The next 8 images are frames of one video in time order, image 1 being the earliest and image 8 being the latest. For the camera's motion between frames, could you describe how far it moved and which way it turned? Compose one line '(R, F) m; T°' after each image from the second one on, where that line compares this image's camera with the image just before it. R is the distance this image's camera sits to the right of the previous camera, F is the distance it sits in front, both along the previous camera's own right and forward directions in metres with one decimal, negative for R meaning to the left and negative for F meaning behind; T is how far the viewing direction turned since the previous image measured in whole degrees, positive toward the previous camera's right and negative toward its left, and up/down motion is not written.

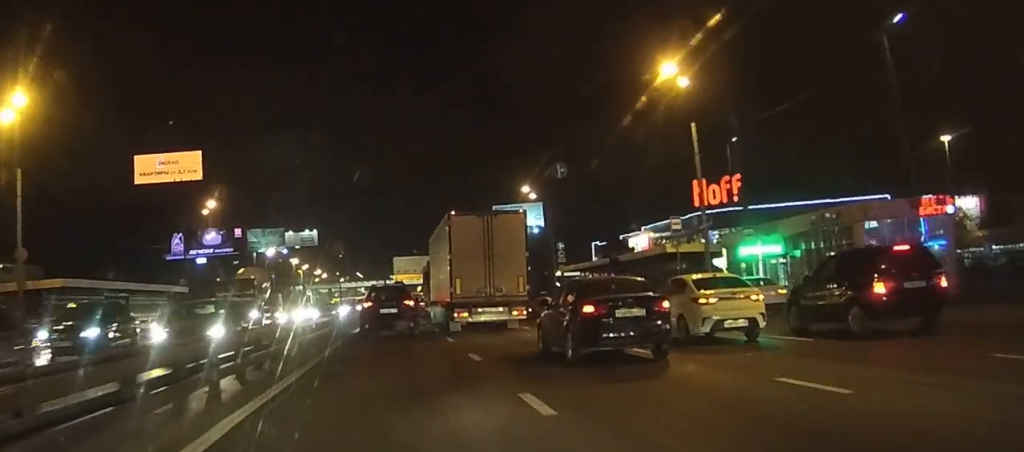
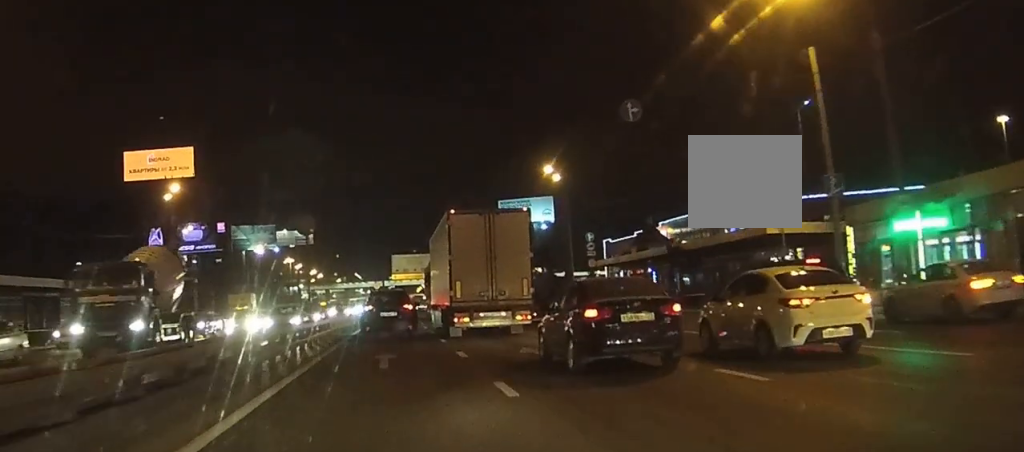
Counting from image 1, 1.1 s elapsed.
(0.0, +13.7) m; 0°
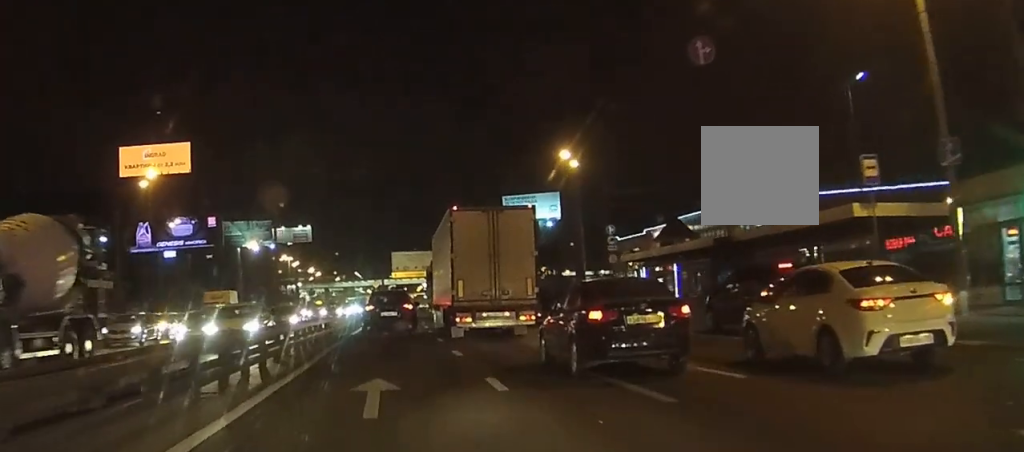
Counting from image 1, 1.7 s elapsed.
(-0.1, +7.0) m; +1°
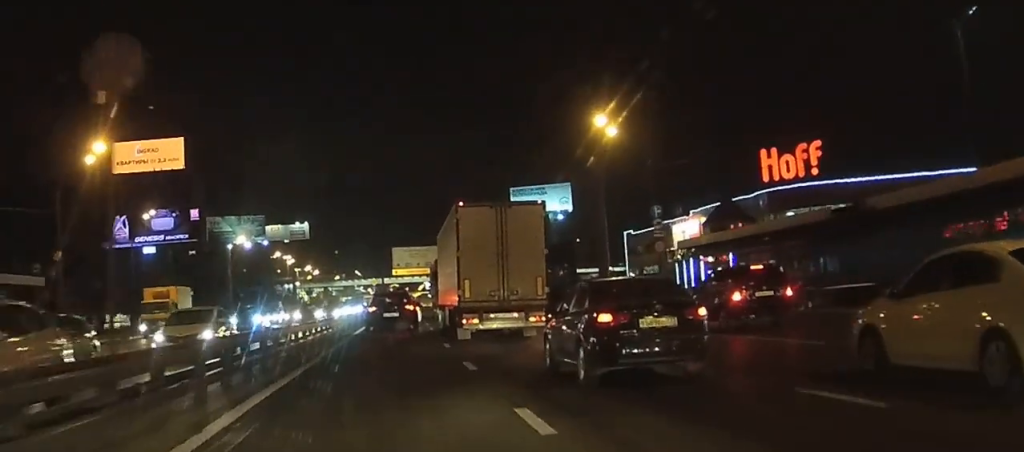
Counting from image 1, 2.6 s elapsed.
(+0.2, +11.5) m; 0°
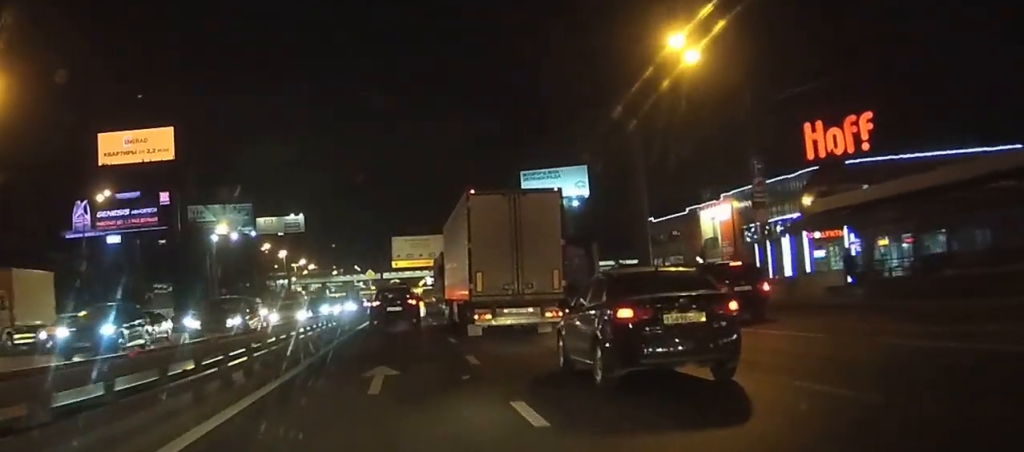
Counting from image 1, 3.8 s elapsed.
(-0.2, +15.1) m; -2°
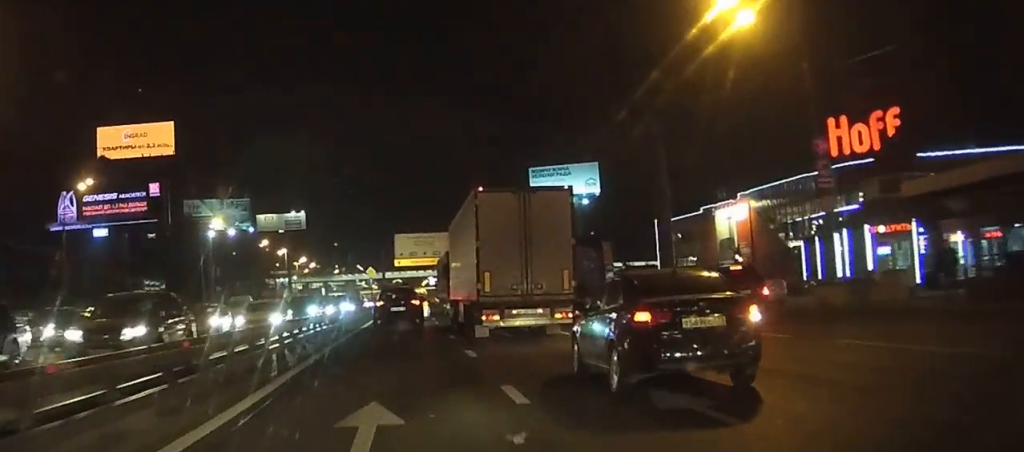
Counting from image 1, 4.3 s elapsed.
(0.0, +5.7) m; -1°
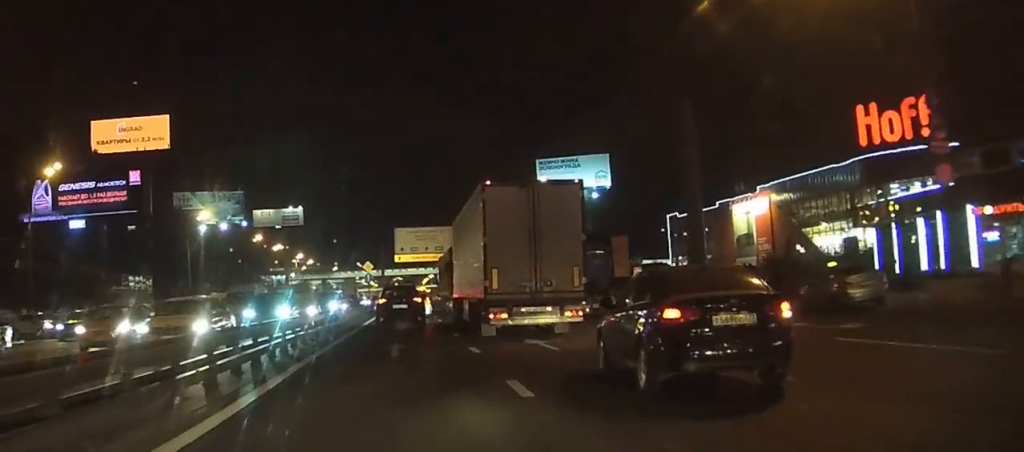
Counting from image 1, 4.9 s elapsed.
(0.0, +7.3) m; -1°
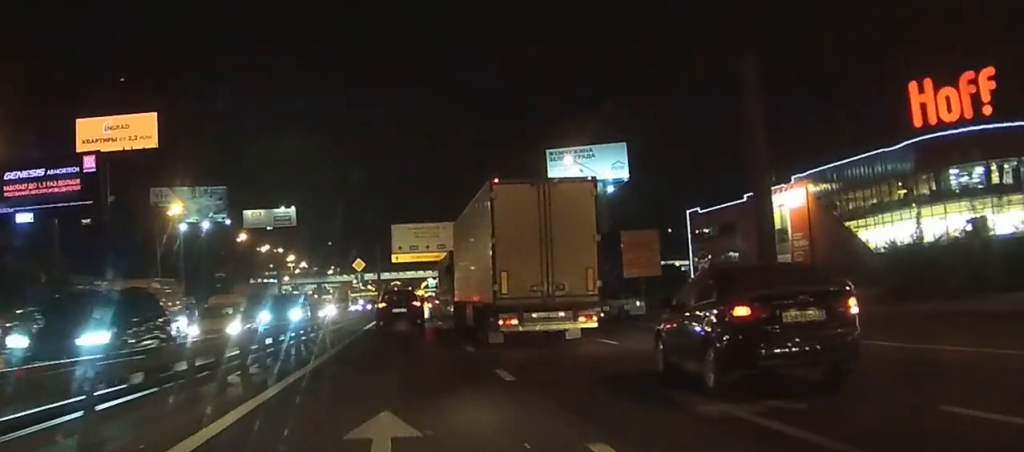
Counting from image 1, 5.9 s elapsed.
(-0.2, +12.4) m; -1°
